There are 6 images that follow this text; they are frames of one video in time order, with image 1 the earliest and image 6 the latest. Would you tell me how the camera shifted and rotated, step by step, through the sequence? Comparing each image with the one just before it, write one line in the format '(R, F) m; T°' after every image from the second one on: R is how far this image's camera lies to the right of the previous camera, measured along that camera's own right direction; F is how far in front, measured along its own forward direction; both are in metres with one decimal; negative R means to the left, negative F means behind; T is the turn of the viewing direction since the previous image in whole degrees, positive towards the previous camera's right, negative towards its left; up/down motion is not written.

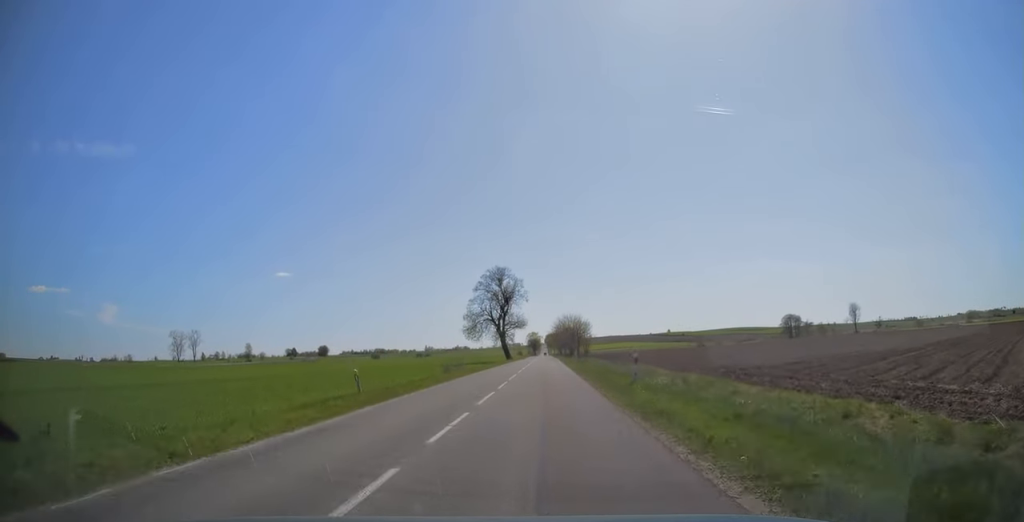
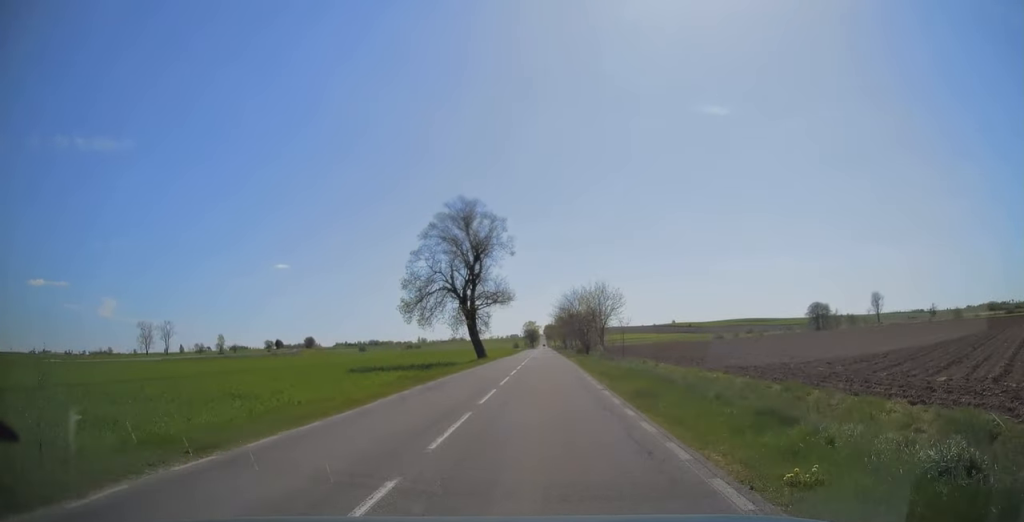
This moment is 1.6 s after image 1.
(0.0, +42.2) m; 0°
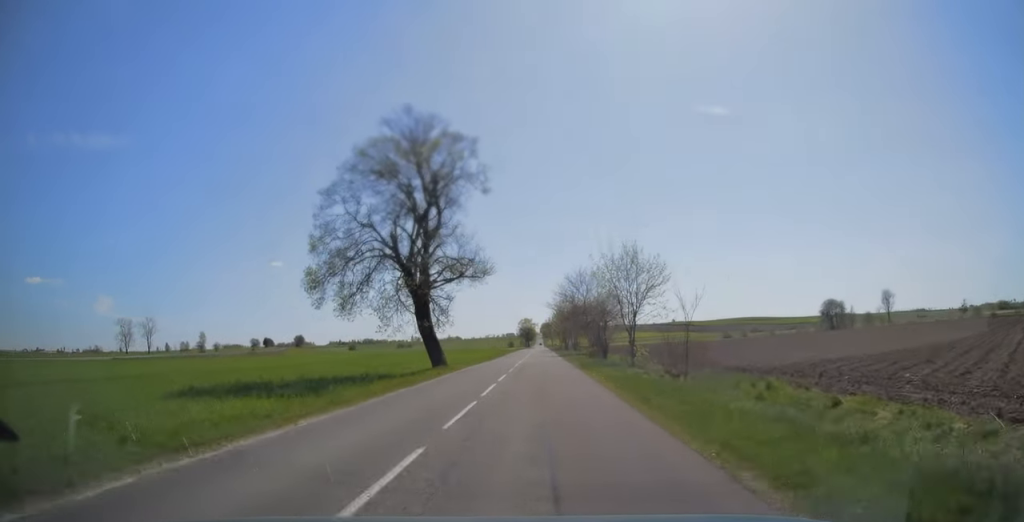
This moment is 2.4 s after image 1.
(+0.2, +21.9) m; 0°
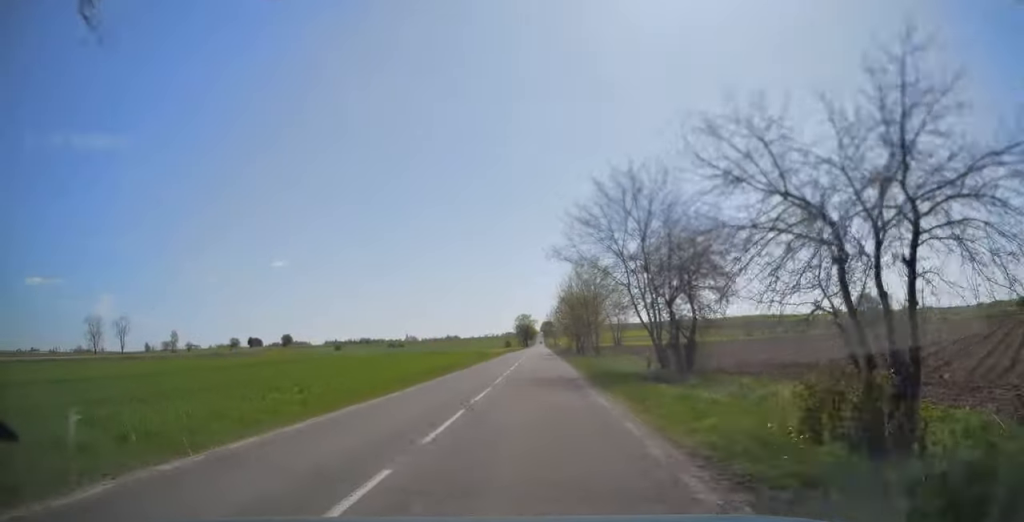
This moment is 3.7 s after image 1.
(-0.2, +36.7) m; 0°
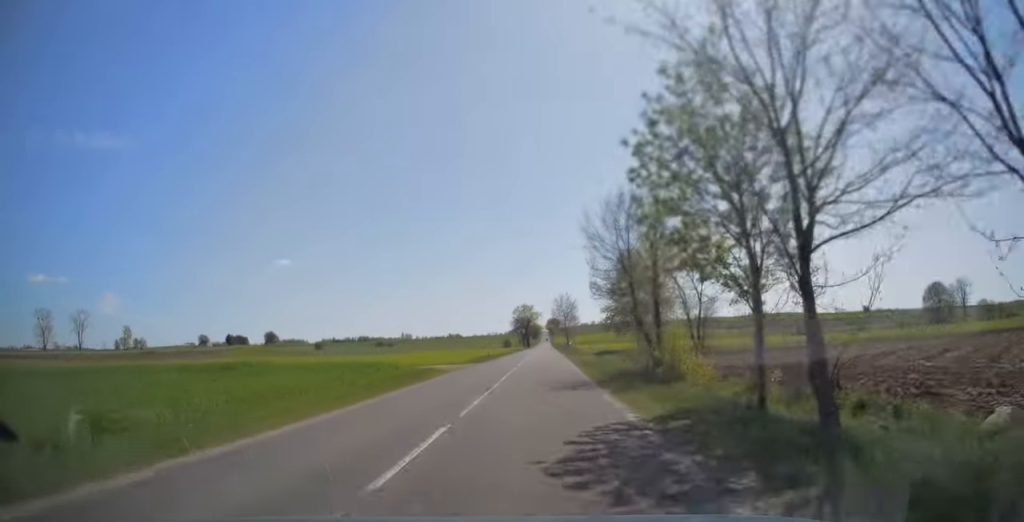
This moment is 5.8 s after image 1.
(+0.1, +56.1) m; 0°
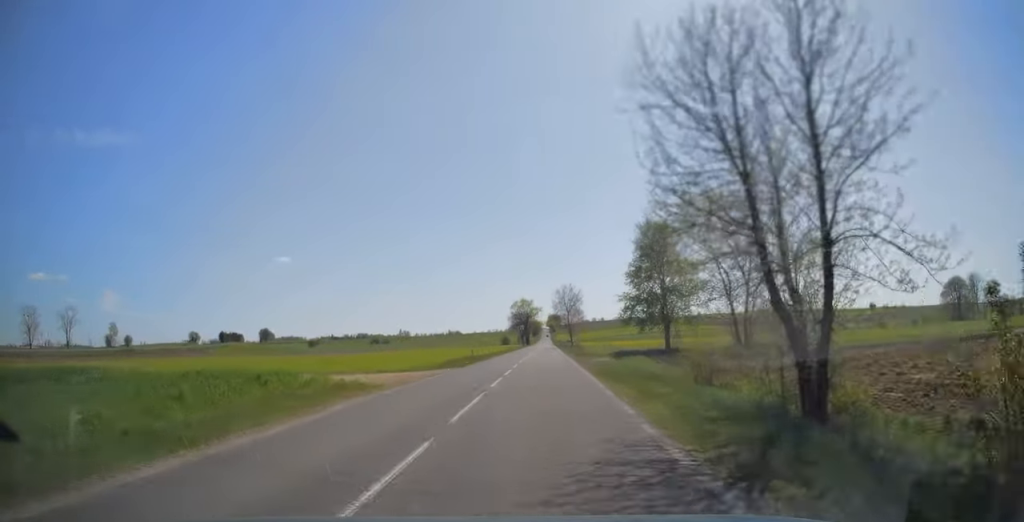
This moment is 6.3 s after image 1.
(-0.1, +13.5) m; 0°
